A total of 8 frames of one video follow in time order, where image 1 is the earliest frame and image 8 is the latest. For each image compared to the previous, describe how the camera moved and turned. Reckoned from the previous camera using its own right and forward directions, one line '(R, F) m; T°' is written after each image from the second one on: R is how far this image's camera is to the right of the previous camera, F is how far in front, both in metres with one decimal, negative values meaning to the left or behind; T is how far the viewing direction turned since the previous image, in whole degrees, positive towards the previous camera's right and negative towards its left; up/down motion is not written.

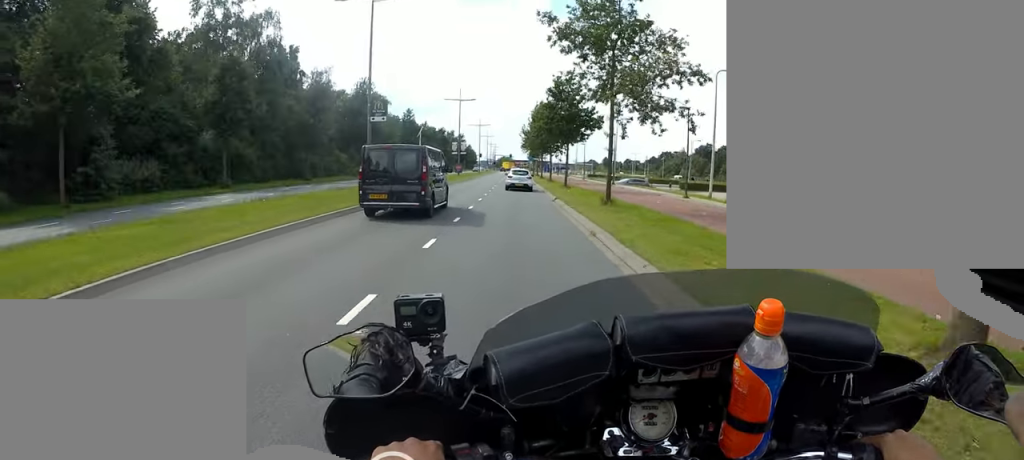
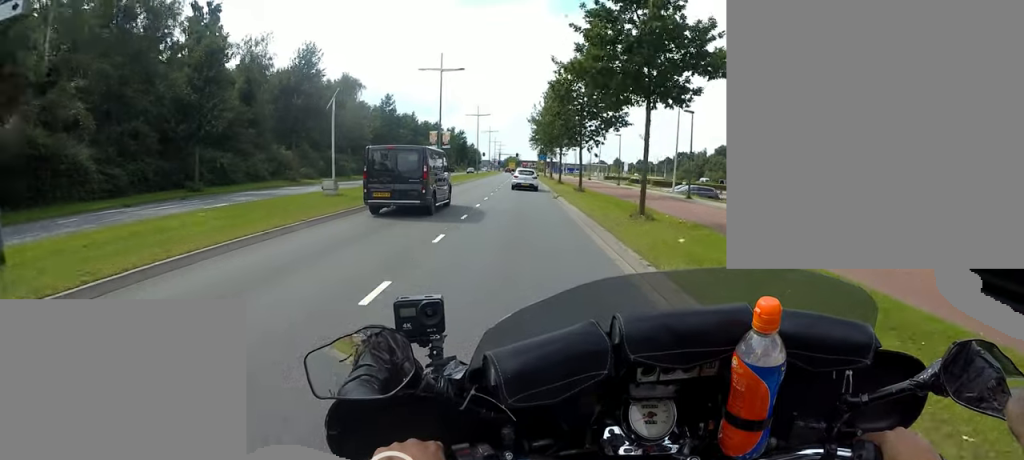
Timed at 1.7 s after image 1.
(+2.1, +19.4) m; +5°
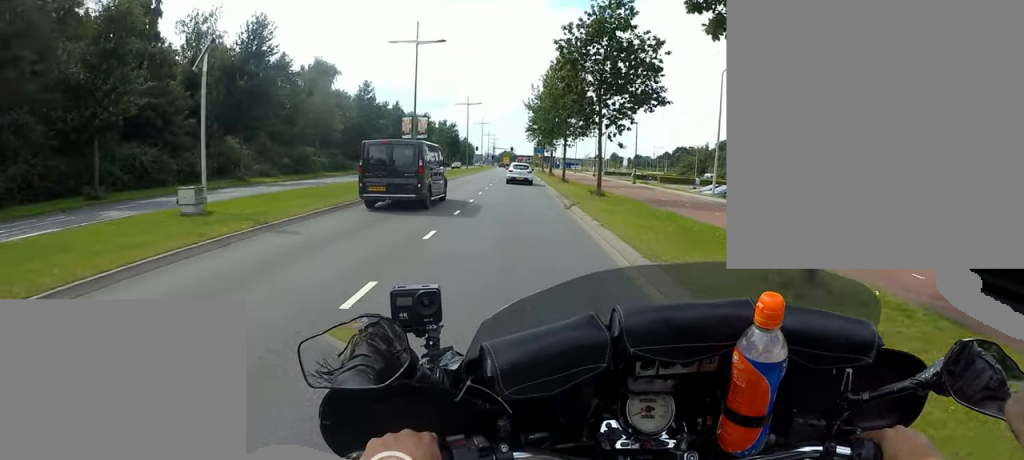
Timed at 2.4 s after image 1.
(-0.8, +8.4) m; 0°
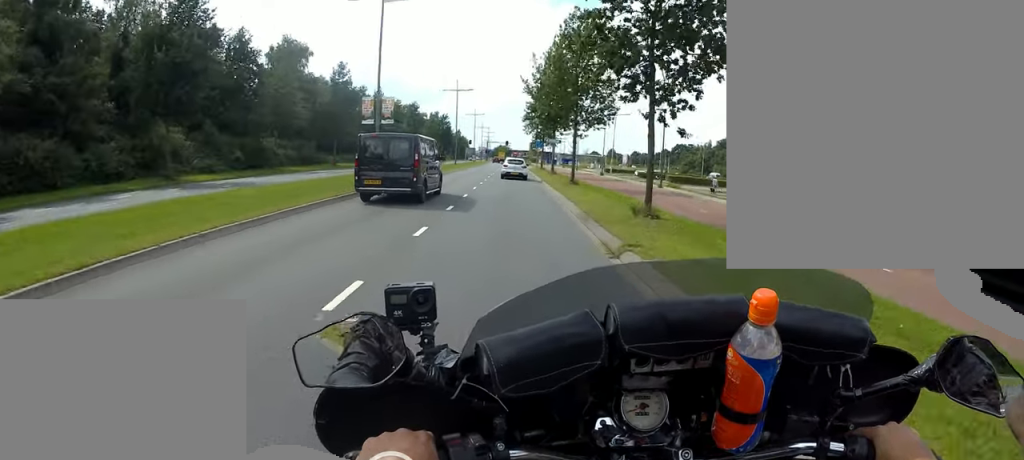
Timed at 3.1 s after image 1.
(0.0, +8.4) m; 0°
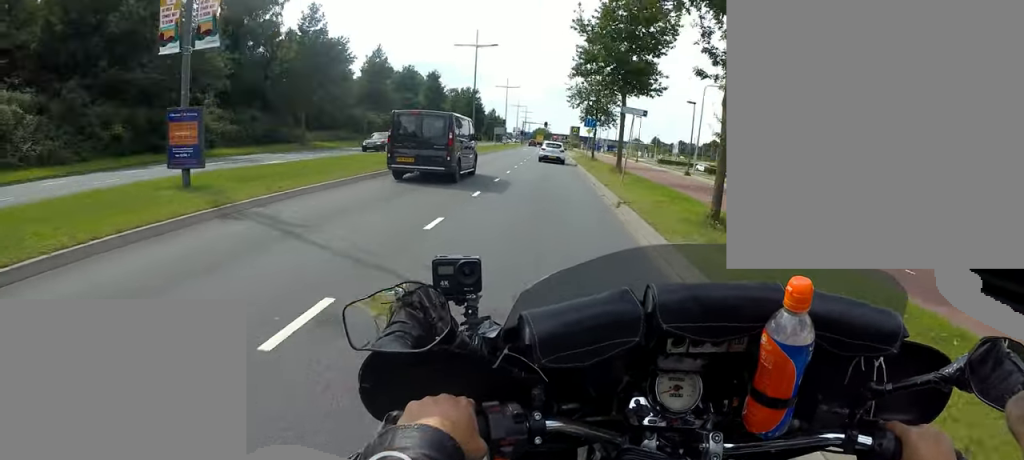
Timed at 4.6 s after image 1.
(-0.3, +17.9) m; 0°
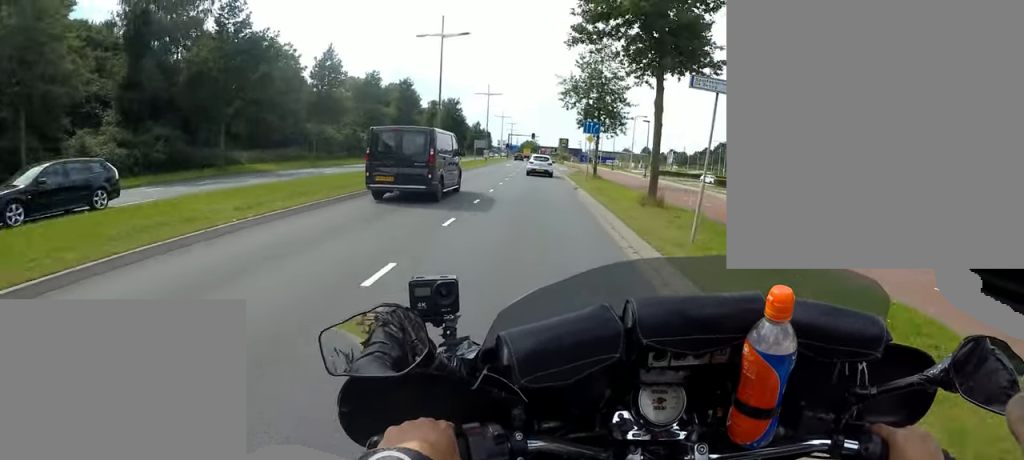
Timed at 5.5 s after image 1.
(+0.8, +10.3) m; 0°
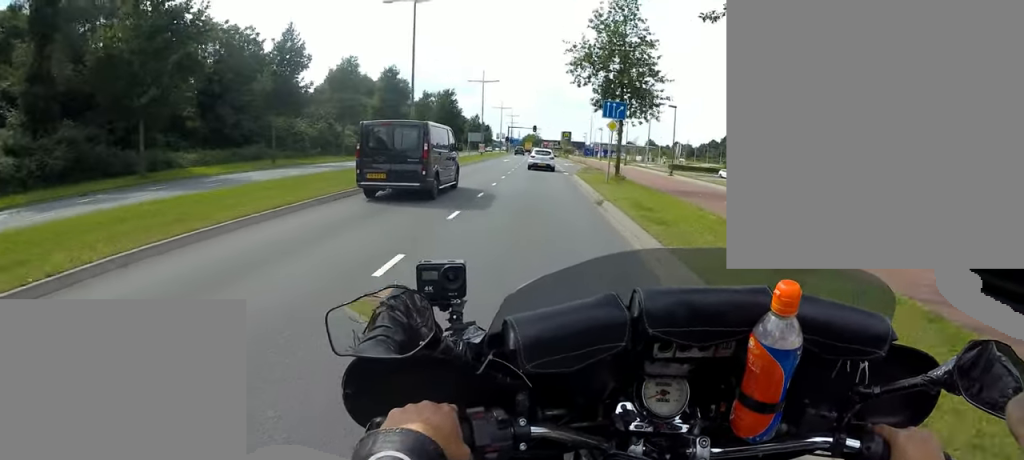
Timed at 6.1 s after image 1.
(-0.1, +7.9) m; 0°
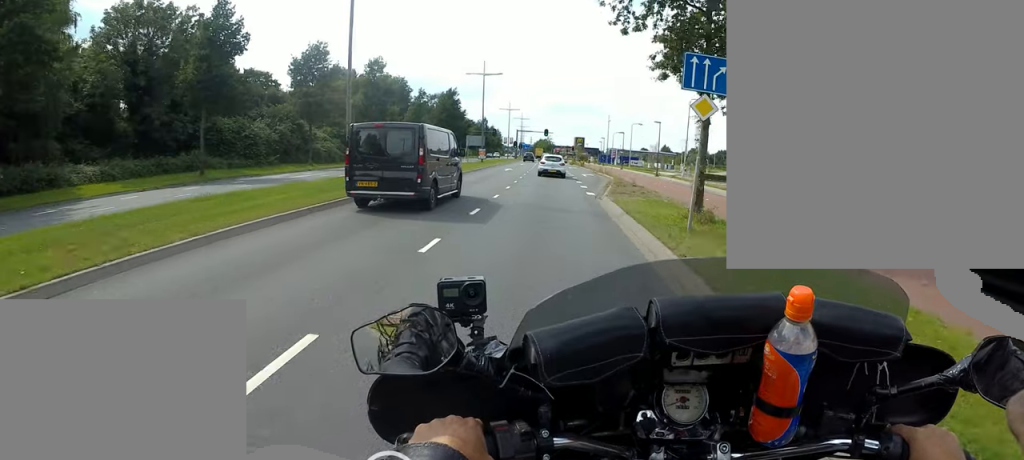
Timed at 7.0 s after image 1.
(-0.6, +10.6) m; 0°
